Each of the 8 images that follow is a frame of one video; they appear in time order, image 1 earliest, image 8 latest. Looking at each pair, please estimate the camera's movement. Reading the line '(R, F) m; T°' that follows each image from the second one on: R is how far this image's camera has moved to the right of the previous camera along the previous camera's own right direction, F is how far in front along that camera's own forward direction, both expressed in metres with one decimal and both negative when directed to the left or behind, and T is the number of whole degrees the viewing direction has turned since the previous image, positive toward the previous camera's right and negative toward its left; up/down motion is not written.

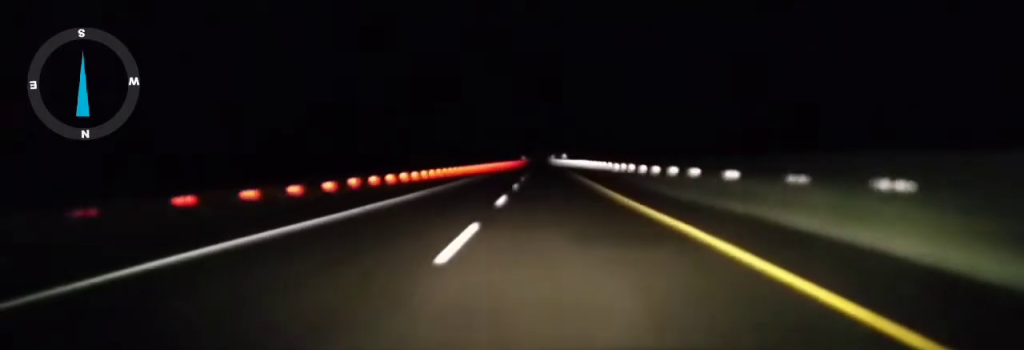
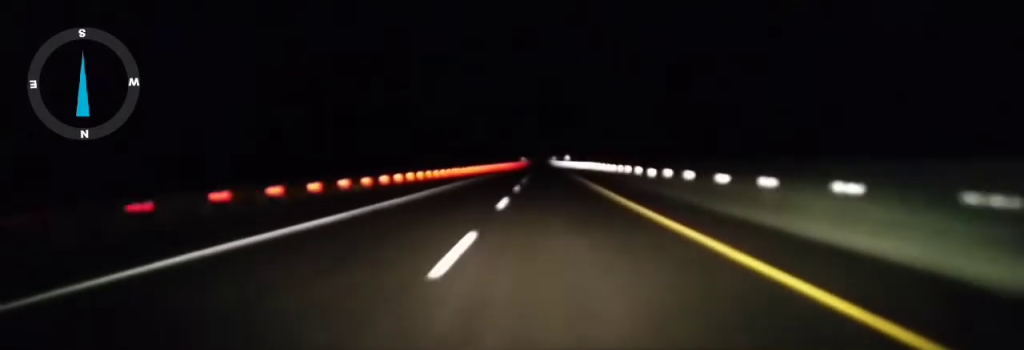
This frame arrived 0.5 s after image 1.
(-0.2, +14.4) m; 0°
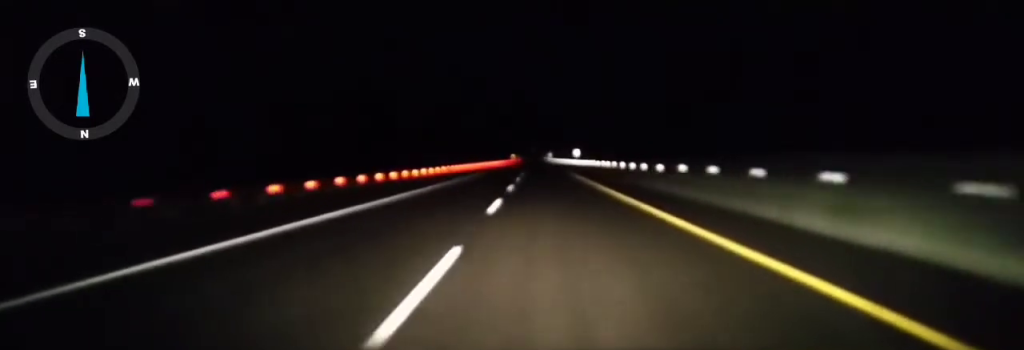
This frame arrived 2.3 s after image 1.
(-0.3, +56.8) m; -1°
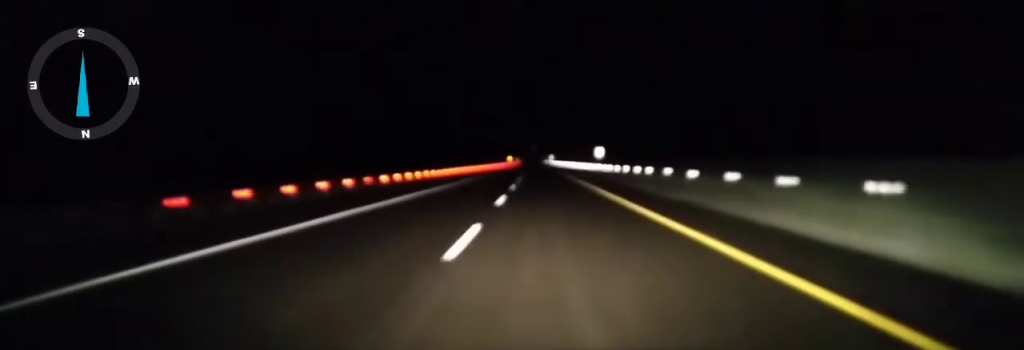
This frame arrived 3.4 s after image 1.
(+0.2, +35.0) m; 0°
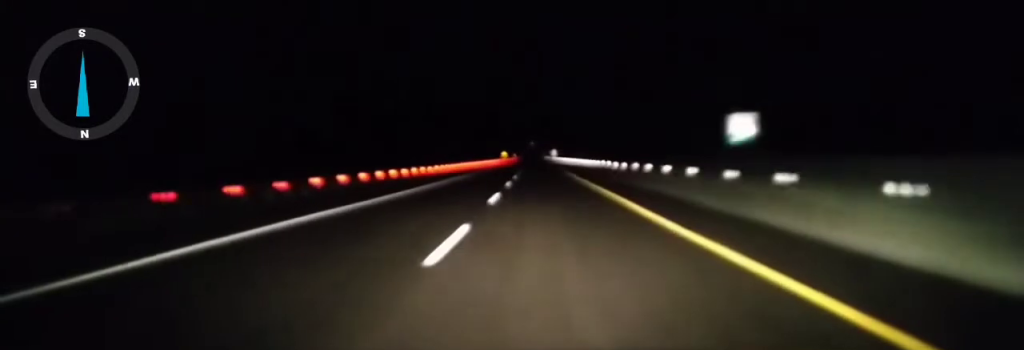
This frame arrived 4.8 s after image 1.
(+0.1, +41.1) m; +1°
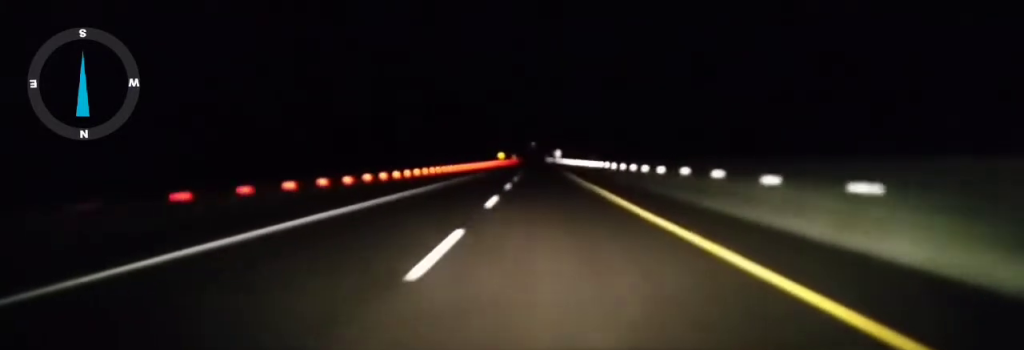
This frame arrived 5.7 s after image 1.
(+0.4, +27.6) m; +1°
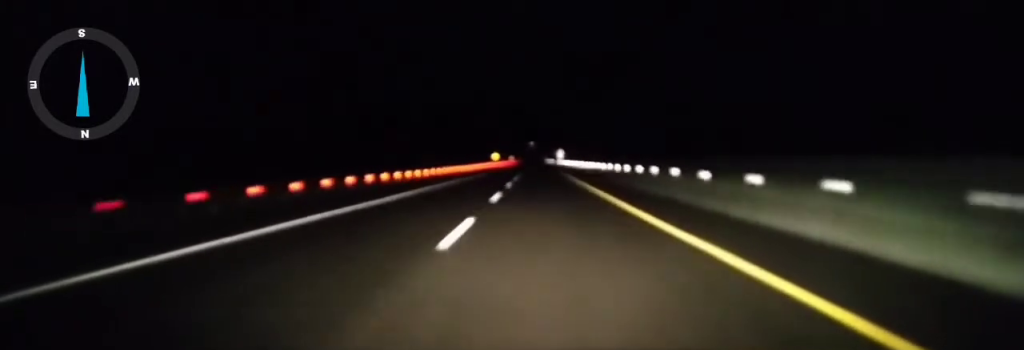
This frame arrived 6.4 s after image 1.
(0.0, +23.5) m; 0°
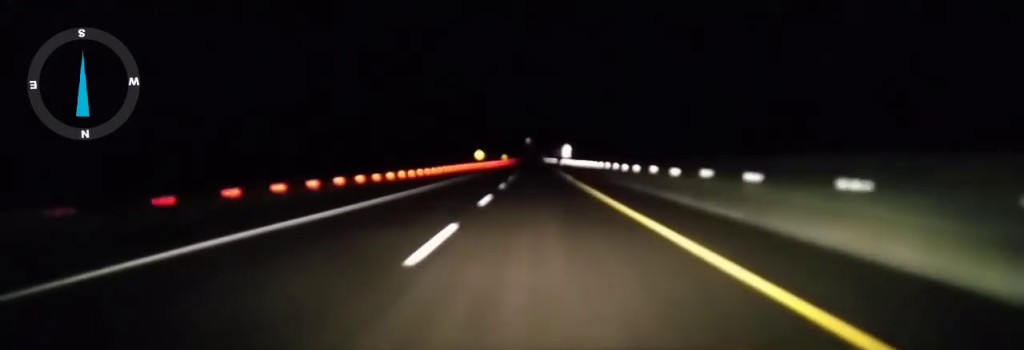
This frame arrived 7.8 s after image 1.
(-0.2, +41.9) m; -1°
